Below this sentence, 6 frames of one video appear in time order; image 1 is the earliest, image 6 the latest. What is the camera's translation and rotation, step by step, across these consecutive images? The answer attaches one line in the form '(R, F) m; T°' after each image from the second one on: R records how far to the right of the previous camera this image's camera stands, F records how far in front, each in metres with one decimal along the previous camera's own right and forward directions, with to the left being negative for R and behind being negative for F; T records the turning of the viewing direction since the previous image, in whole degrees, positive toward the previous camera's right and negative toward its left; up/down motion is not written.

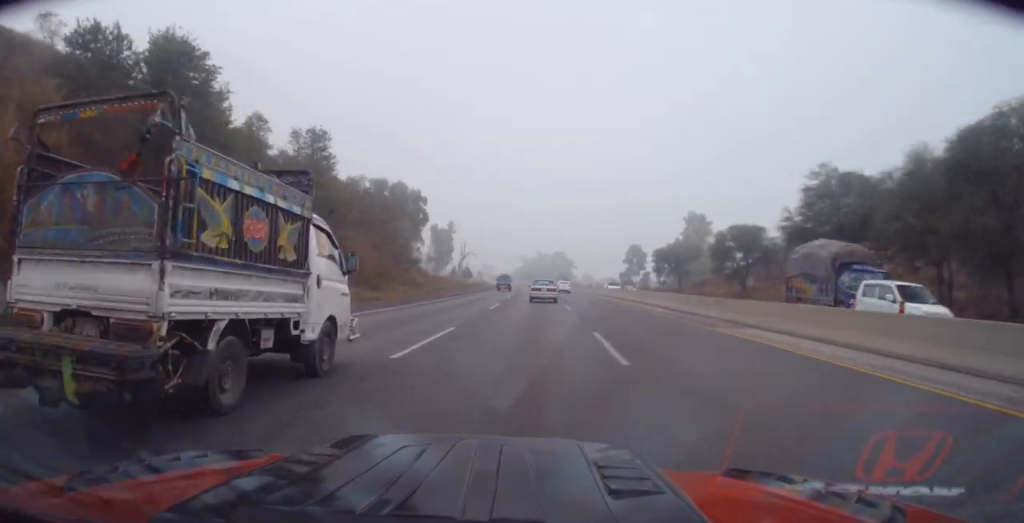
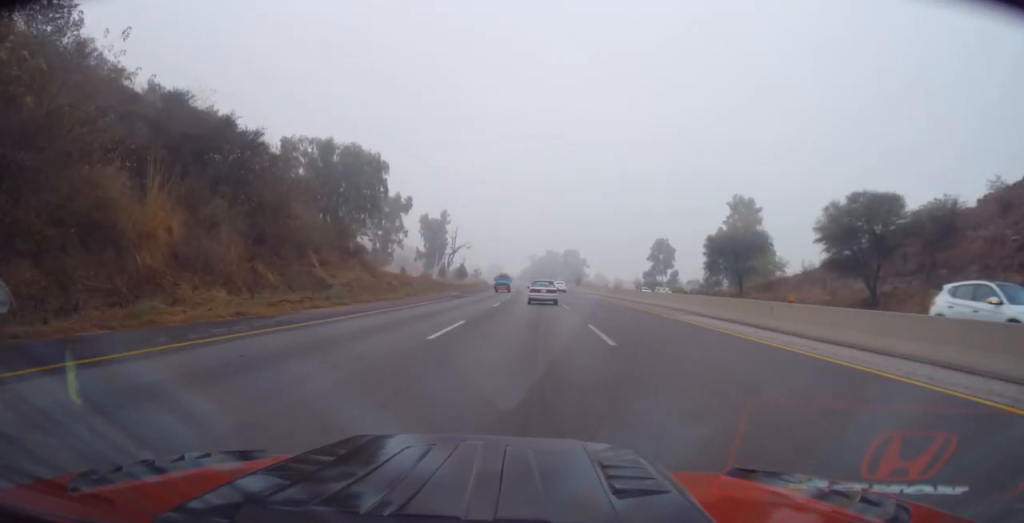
(-0.7, +32.8) m; -1°
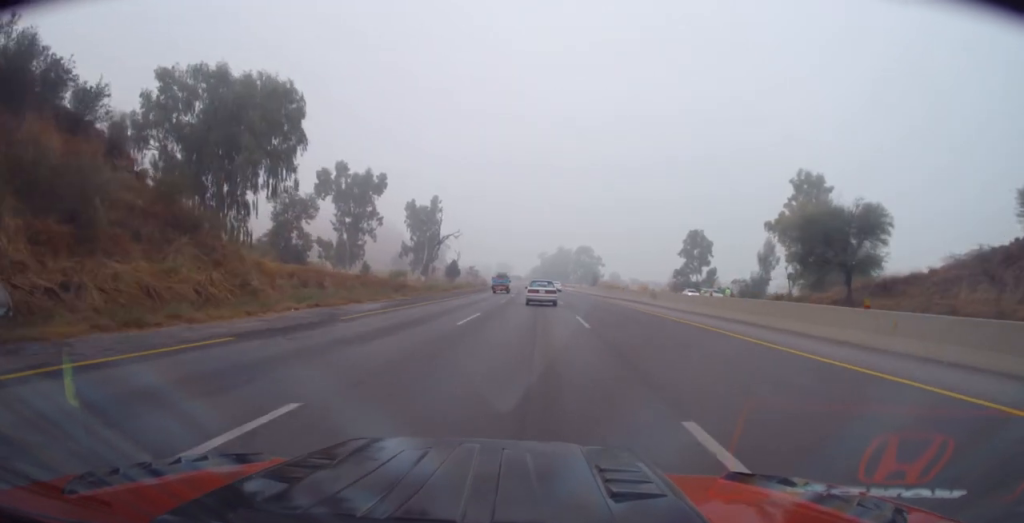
(+0.3, +30.5) m; 0°
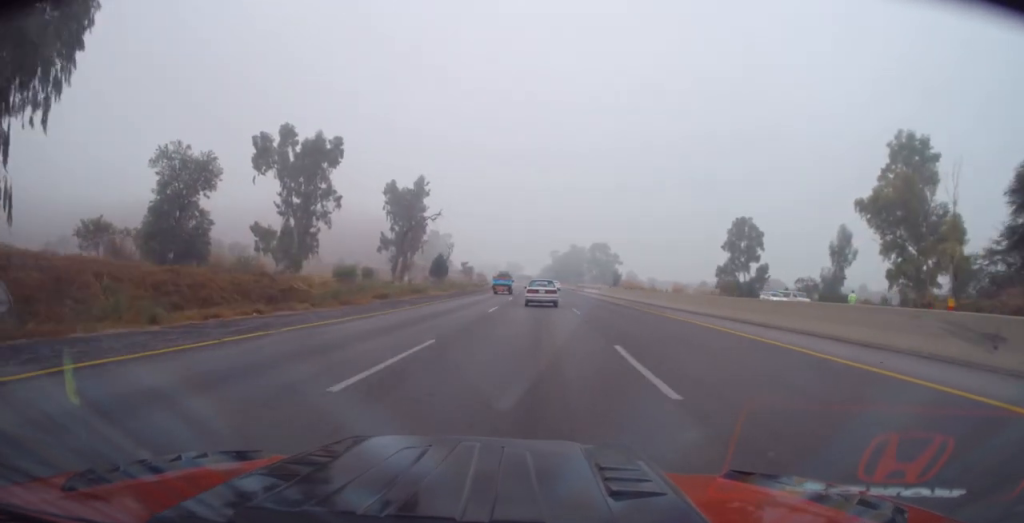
(-0.6, +28.8) m; -2°
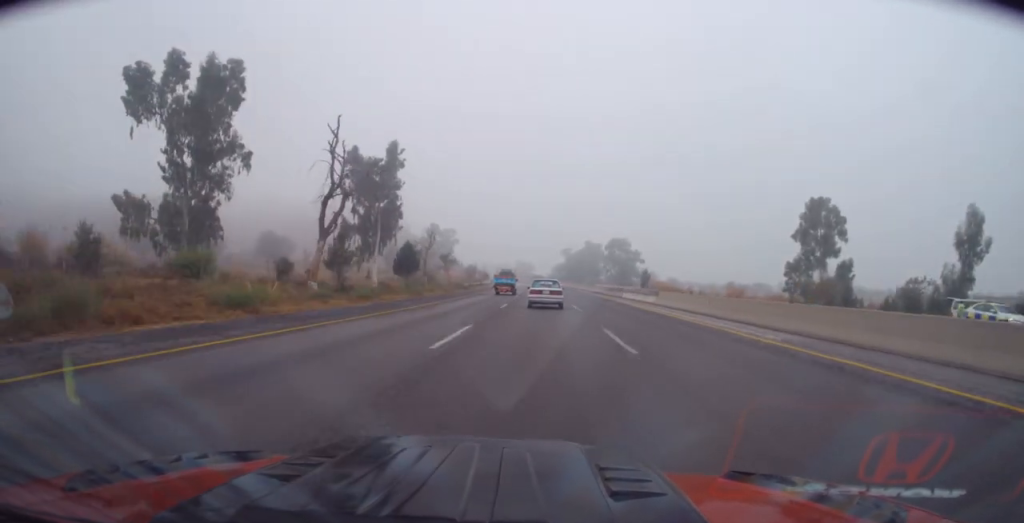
(-0.1, +30.6) m; 0°
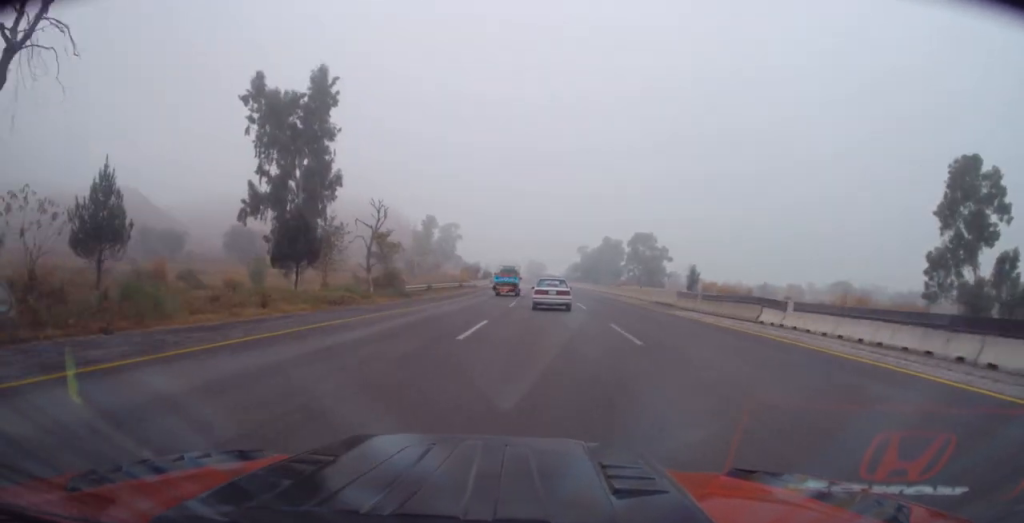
(-0.4, +34.2) m; -1°
